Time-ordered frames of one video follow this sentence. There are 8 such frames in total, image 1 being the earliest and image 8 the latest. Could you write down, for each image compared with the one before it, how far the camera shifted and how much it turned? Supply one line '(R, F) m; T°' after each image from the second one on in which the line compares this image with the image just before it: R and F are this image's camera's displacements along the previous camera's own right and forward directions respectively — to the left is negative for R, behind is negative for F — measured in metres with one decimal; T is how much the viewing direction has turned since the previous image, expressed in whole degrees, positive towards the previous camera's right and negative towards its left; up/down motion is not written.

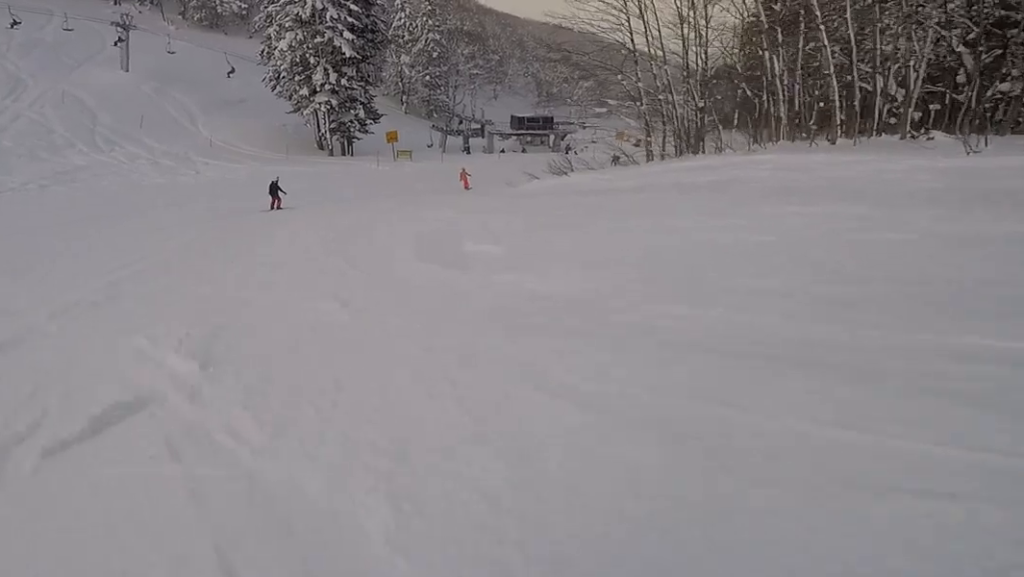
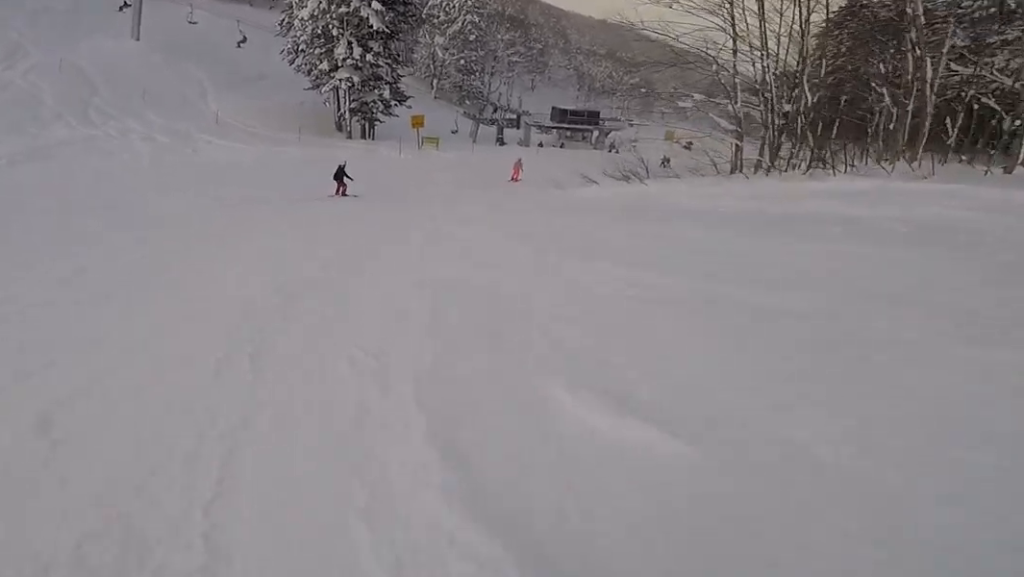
(+0.2, +4.5) m; +2°
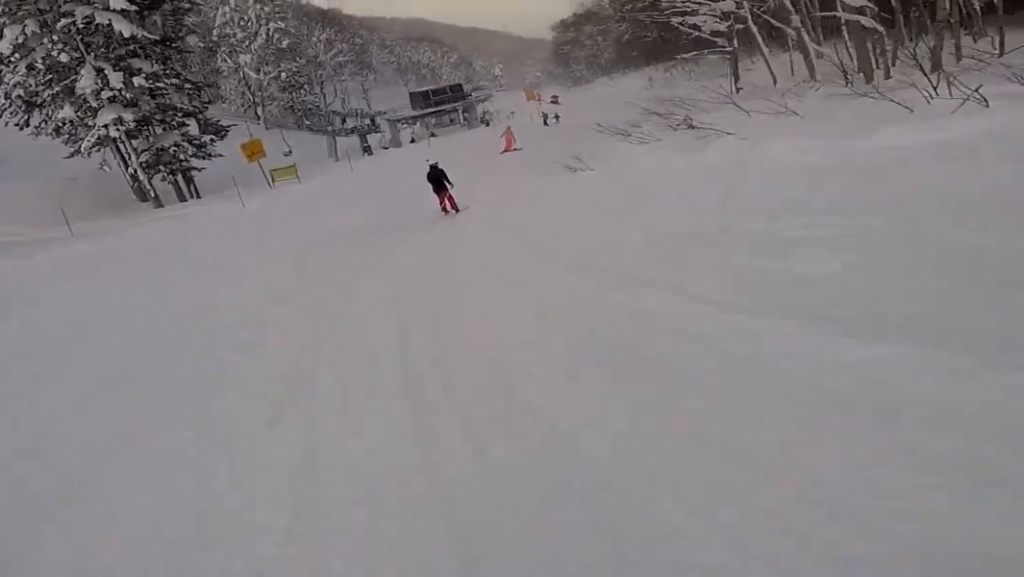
(+0.4, +12.2) m; +10°
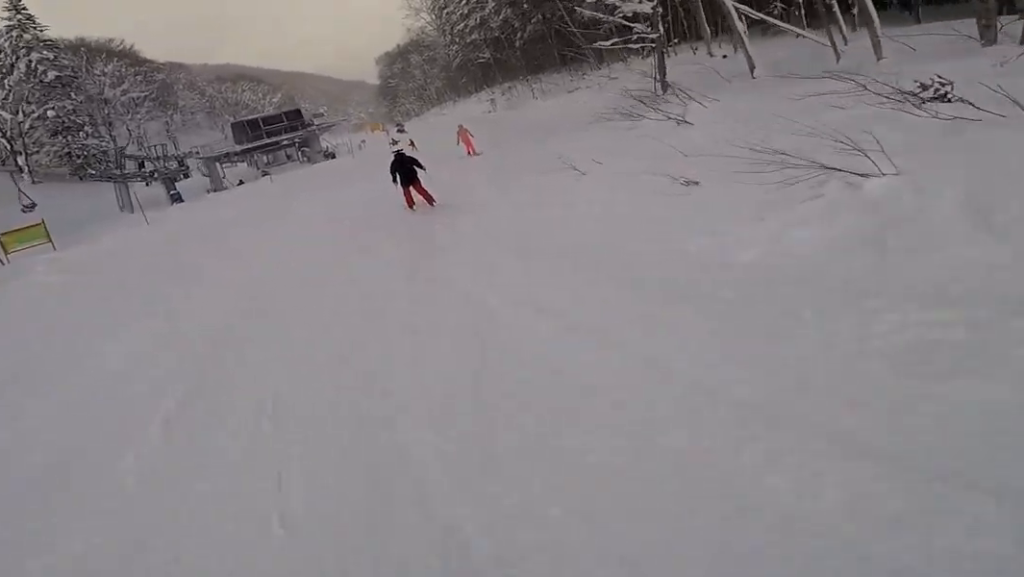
(+1.1, +8.0) m; +12°
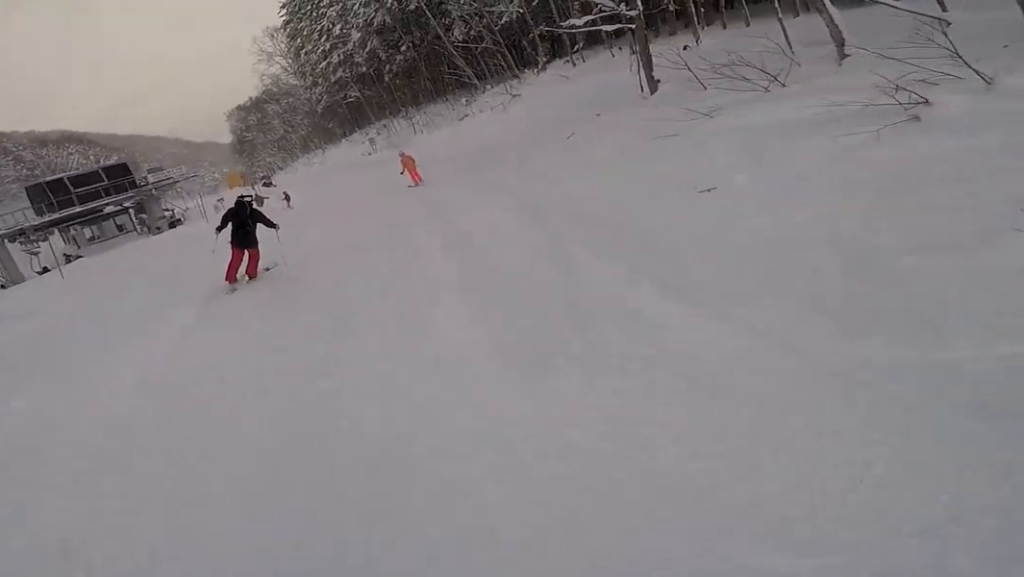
(+0.9, +7.9) m; +16°
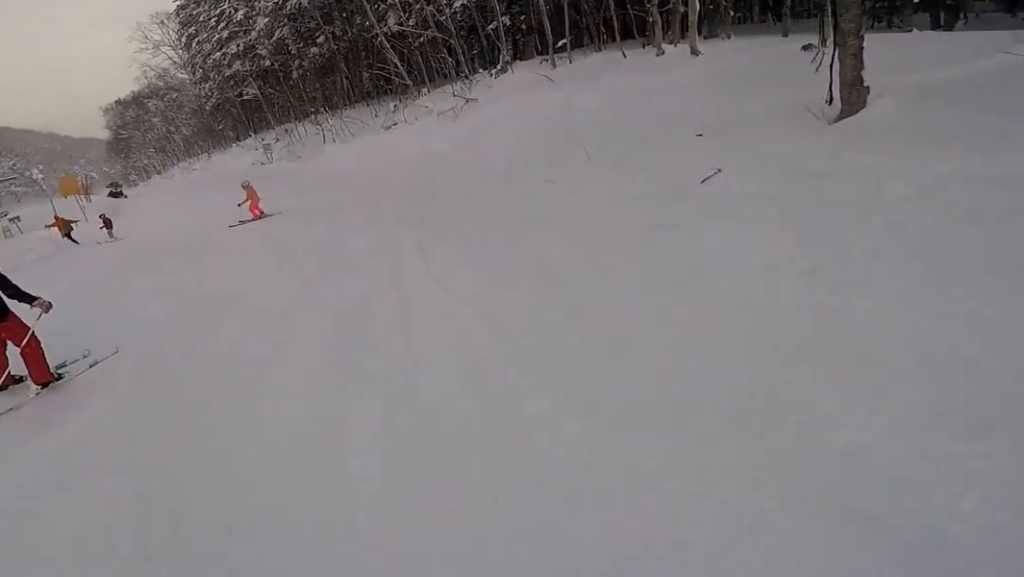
(+1.6, +8.7) m; +15°
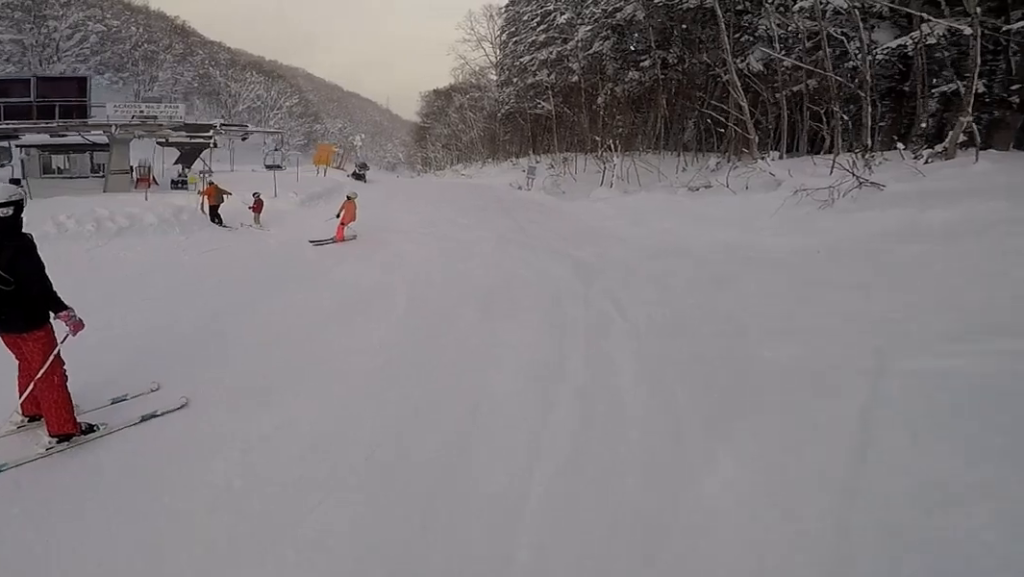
(+0.5, +7.5) m; -2°
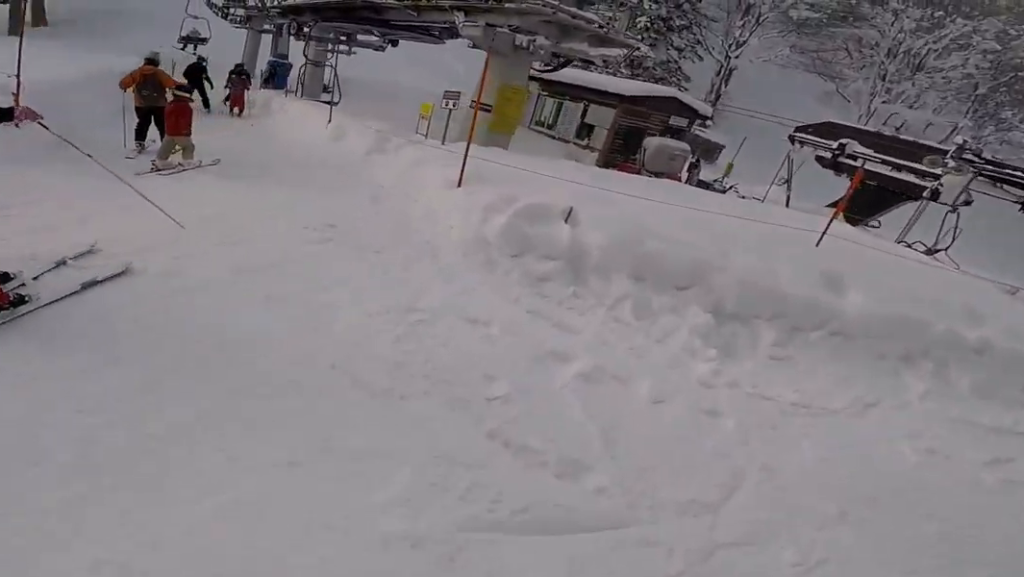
(-4.6, +14.1) m; -52°
